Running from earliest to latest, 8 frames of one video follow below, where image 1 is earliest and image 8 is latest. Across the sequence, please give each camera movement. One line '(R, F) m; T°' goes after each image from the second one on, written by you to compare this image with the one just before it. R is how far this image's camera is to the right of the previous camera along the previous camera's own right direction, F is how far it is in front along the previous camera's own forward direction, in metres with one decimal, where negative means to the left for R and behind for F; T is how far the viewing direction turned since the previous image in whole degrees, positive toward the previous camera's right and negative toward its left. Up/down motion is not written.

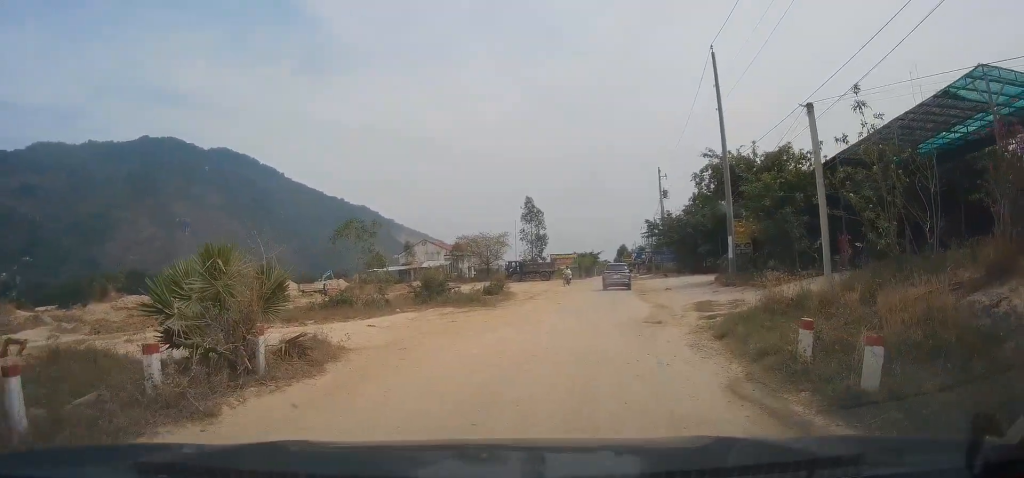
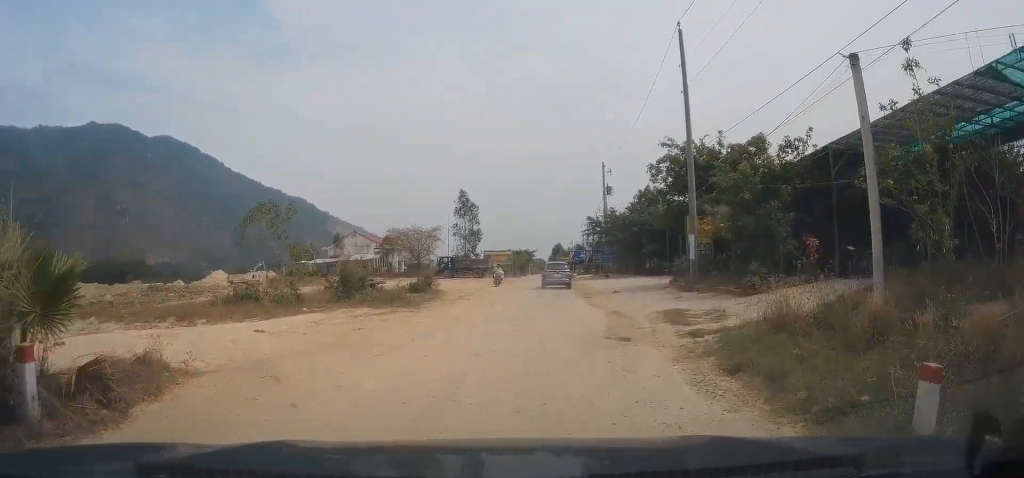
(+0.1, +5.3) m; +5°
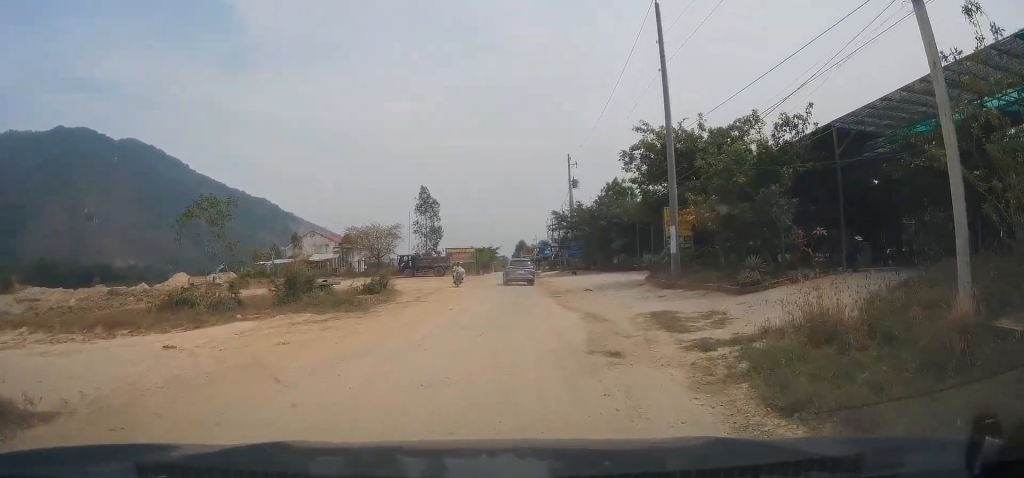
(+0.2, +3.8) m; +4°
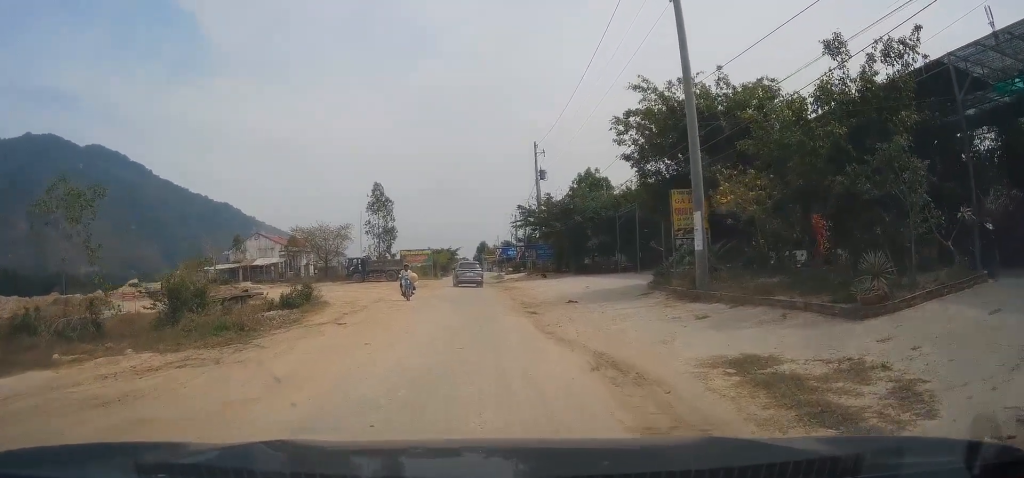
(+0.9, +10.8) m; +7°
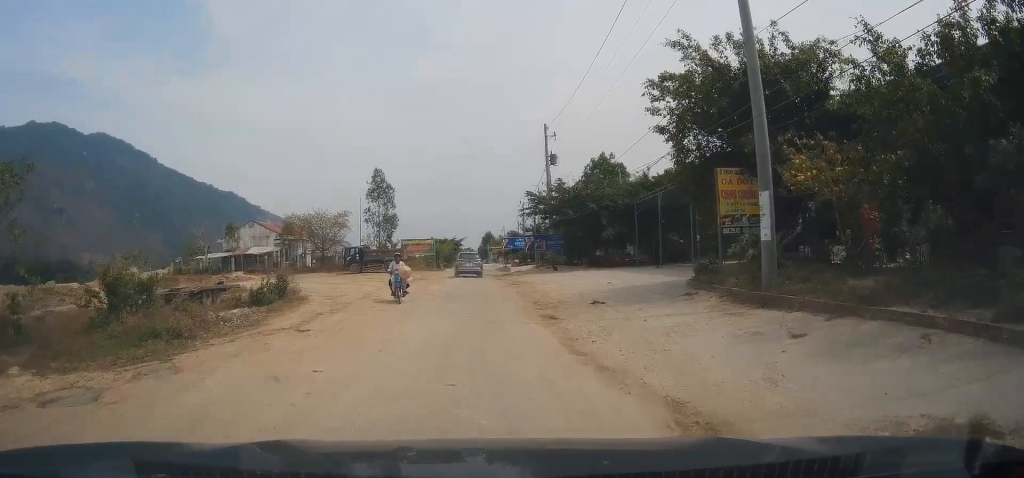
(0.0, +5.1) m; +4°
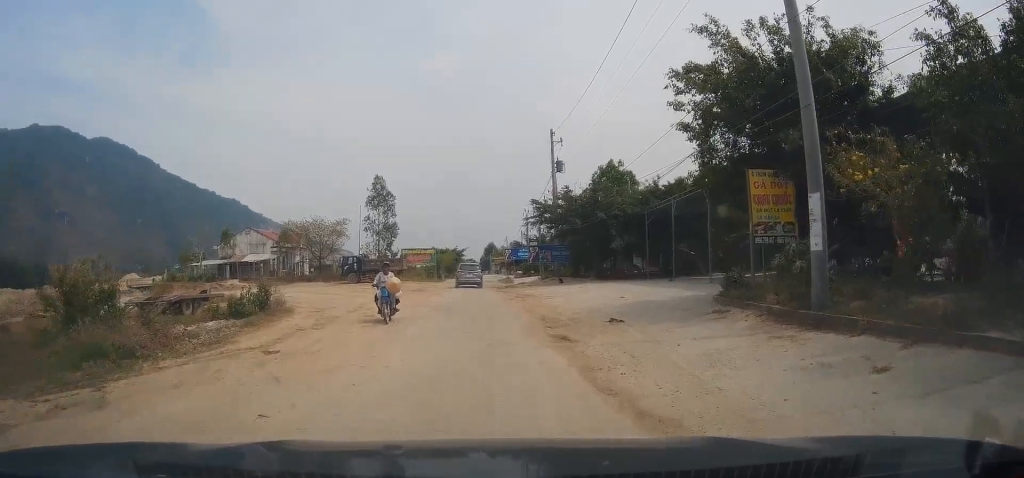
(-0.2, +2.6) m; +3°
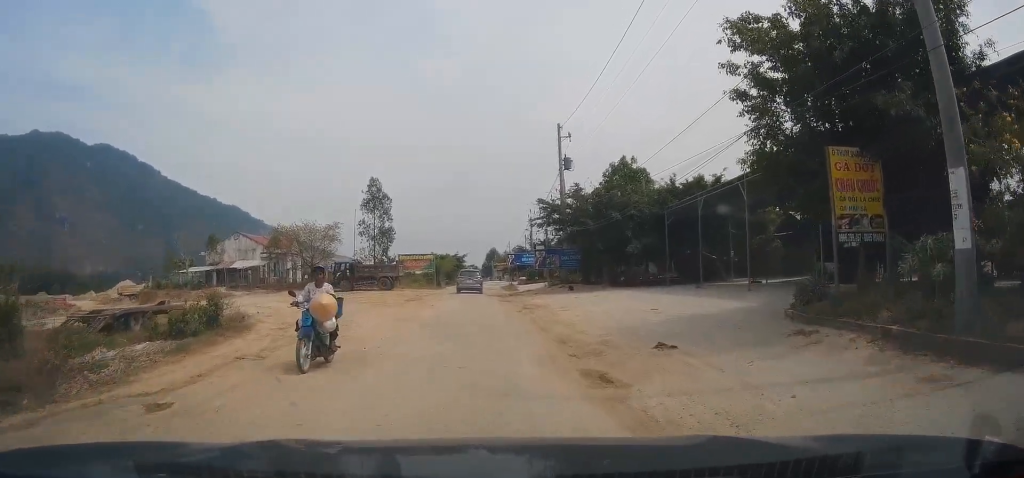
(+0.5, +4.4) m; -2°
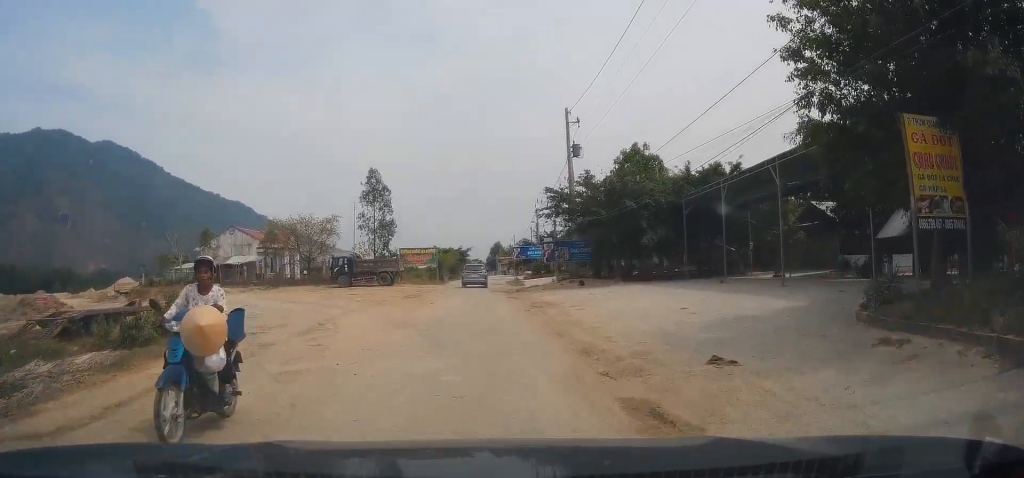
(+0.1, +2.5) m; -2°
